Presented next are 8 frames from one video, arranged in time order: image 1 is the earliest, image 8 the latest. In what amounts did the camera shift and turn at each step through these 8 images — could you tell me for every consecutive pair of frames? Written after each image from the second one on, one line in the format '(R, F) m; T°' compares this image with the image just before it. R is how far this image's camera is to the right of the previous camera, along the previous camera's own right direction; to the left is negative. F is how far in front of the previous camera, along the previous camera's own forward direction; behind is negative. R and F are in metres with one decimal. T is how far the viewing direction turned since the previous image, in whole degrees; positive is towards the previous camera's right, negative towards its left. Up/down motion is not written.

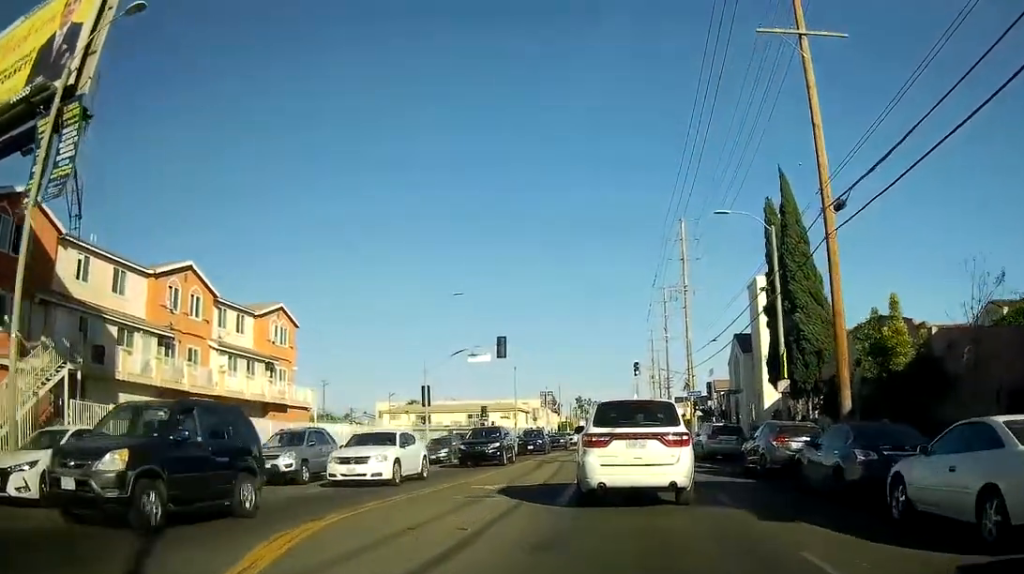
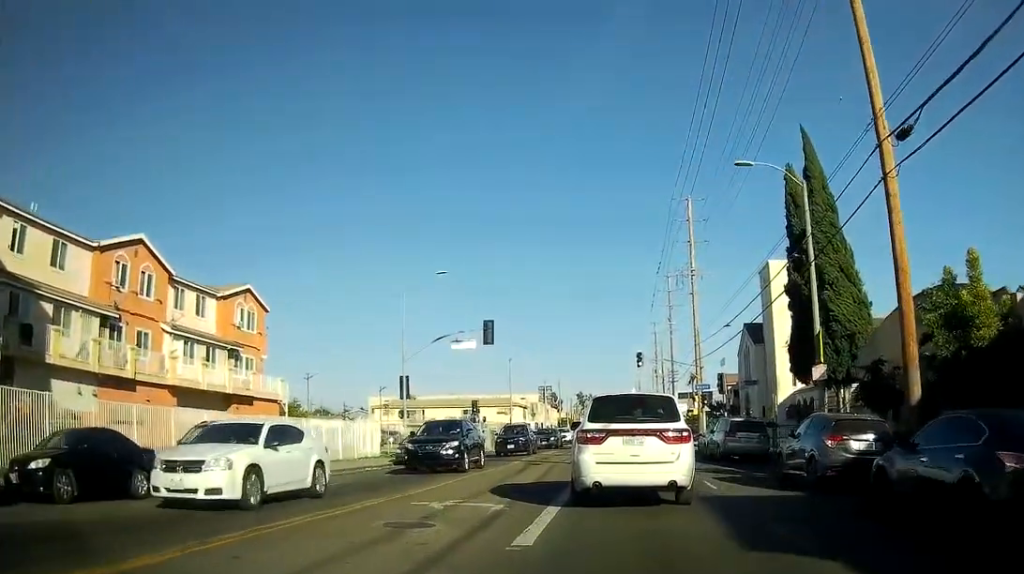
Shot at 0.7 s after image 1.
(-0.1, +4.9) m; -1°
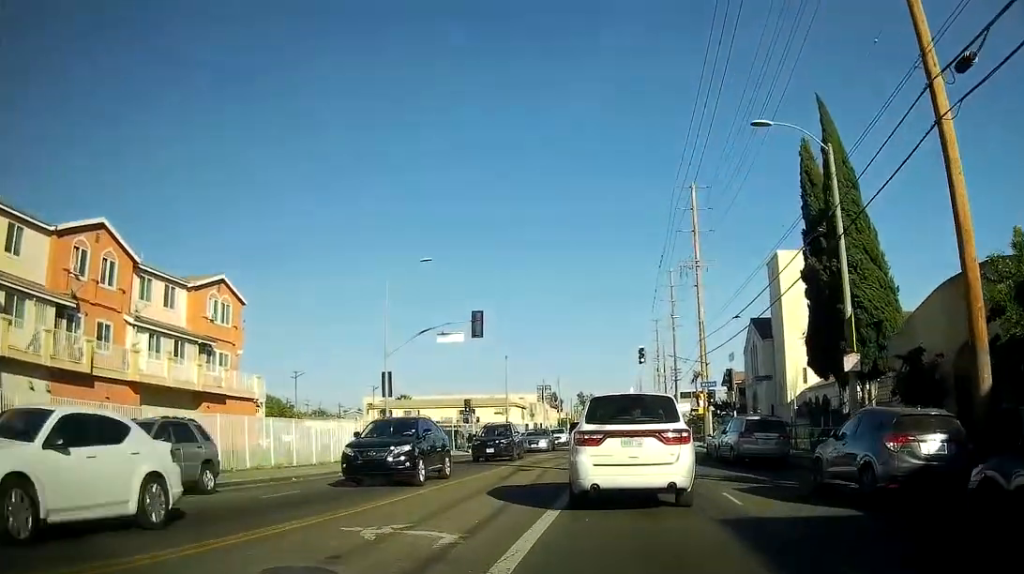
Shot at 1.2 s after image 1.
(0.0, +3.5) m; -1°
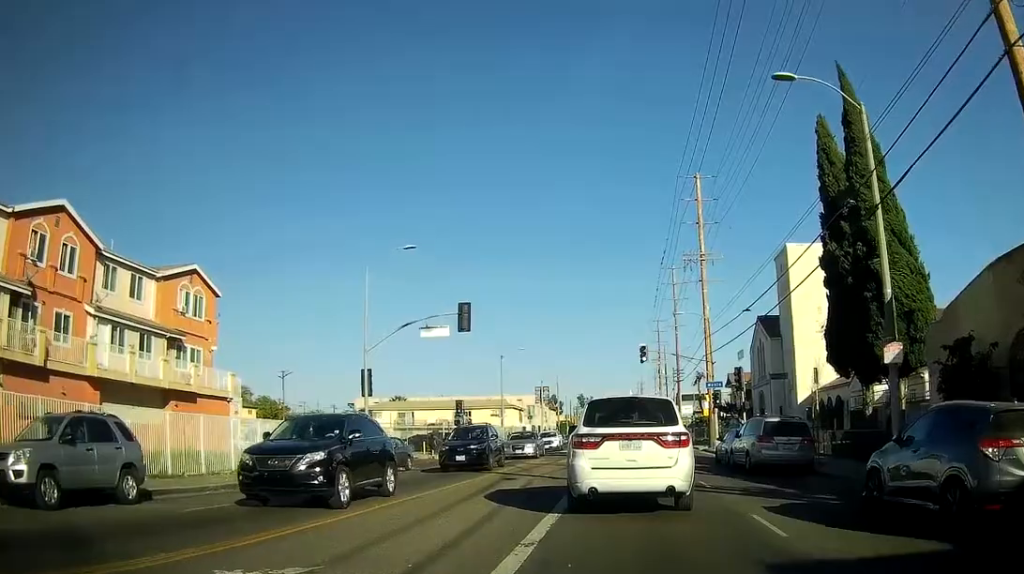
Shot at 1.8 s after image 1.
(0.0, +4.0) m; -1°
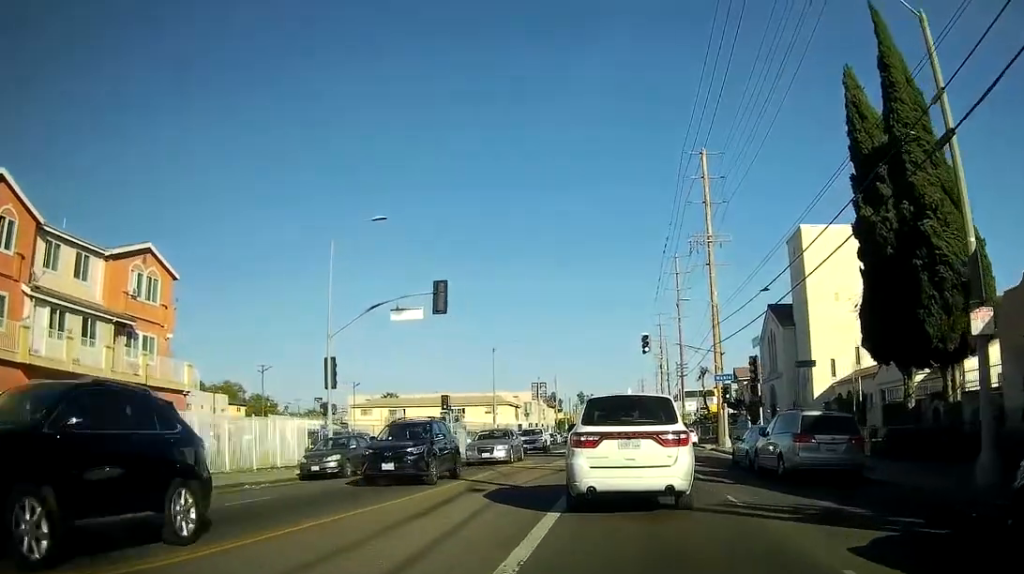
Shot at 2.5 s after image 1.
(-0.1, +5.4) m; -1°
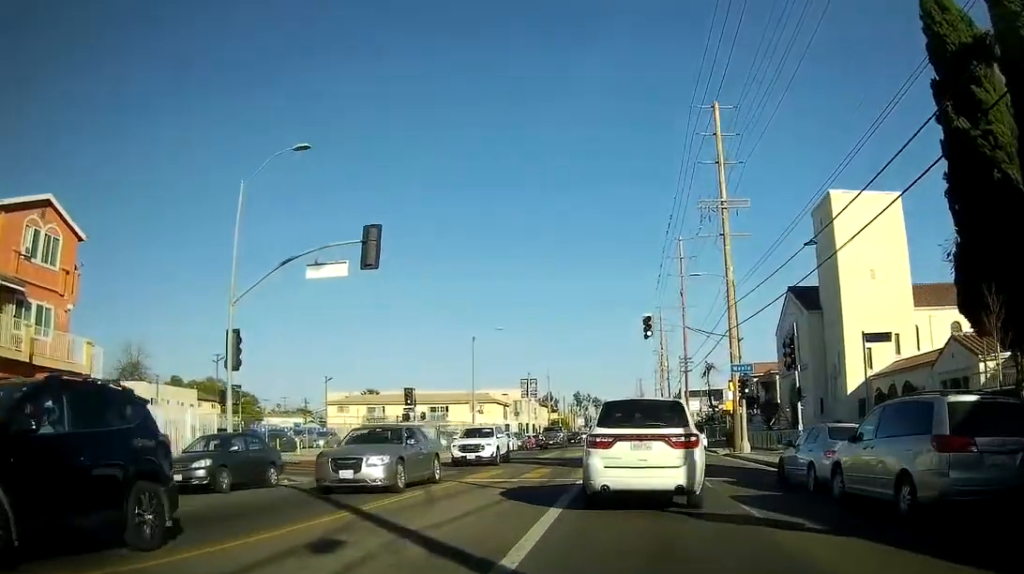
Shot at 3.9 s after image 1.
(-0.1, +9.9) m; +1°
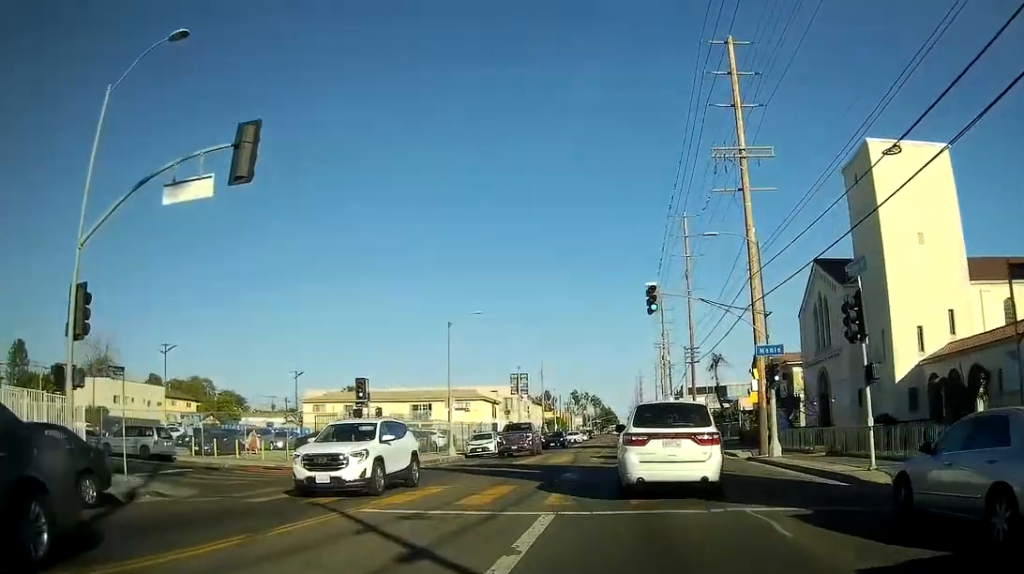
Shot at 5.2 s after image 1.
(+0.2, +8.8) m; 0°
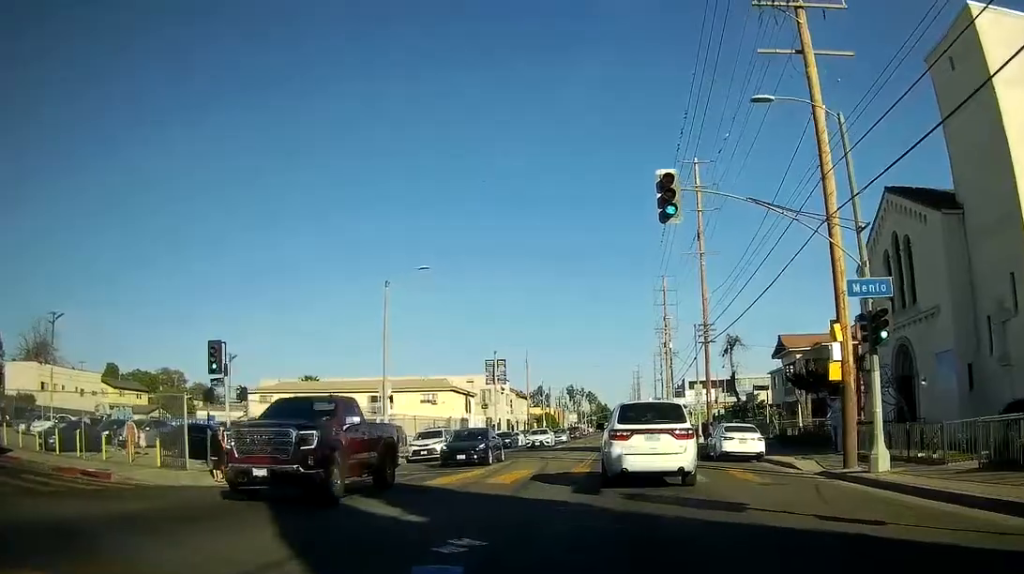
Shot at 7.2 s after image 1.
(-0.4, +13.4) m; -3°
